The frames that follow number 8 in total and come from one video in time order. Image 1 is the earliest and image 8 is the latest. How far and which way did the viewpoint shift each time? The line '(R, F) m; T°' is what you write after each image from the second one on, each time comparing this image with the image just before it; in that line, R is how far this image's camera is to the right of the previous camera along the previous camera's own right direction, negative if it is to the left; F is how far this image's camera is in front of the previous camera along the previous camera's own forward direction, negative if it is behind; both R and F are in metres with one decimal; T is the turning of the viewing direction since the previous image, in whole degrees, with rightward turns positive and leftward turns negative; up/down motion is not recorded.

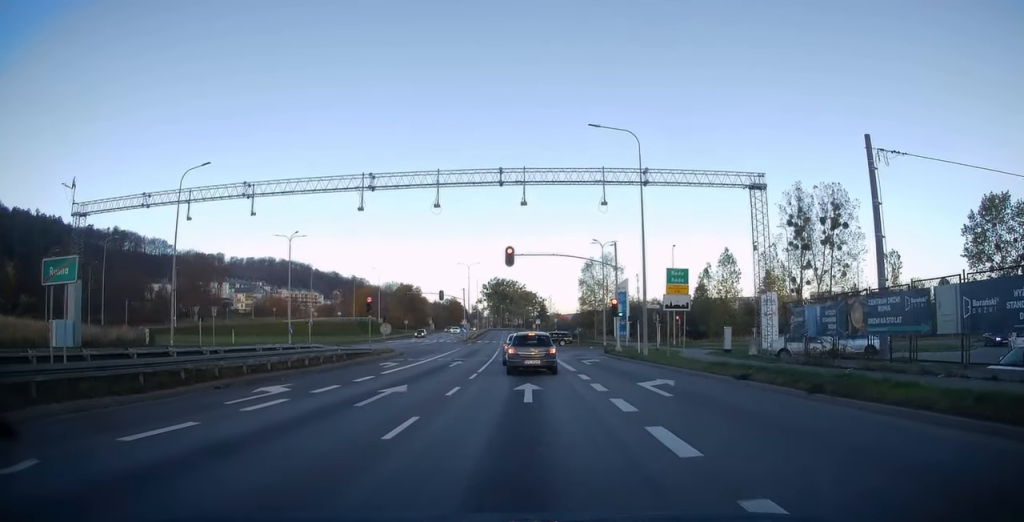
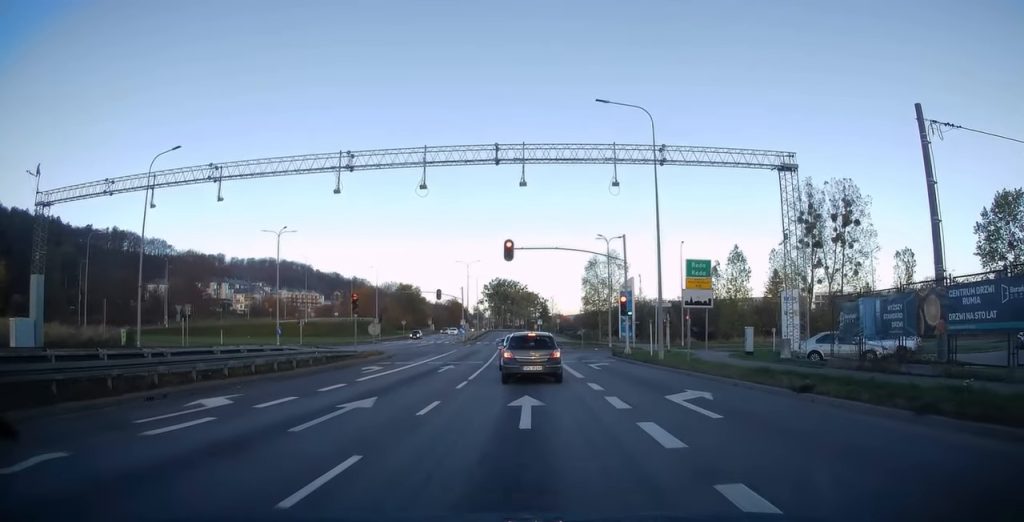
(0.0, +3.3) m; 0°
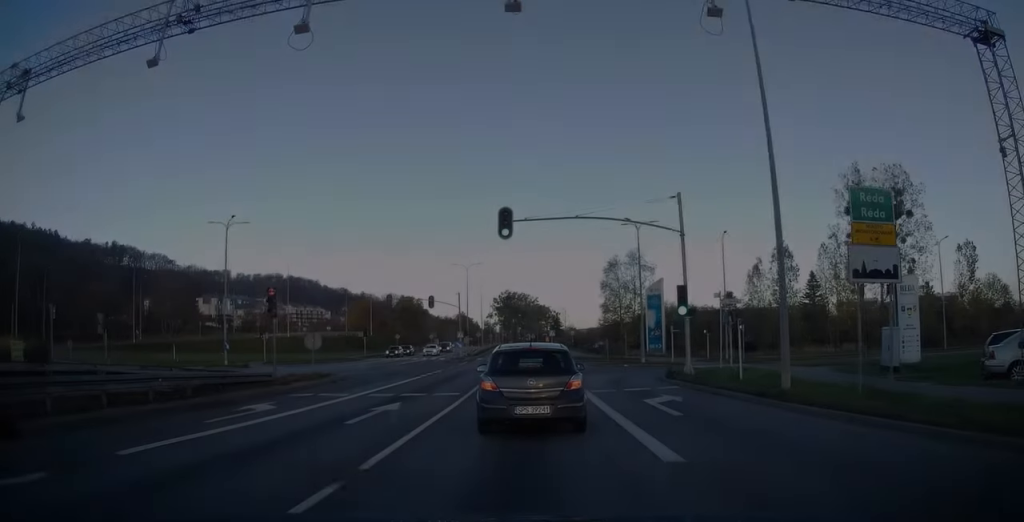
(0.0, +3.4) m; -2°
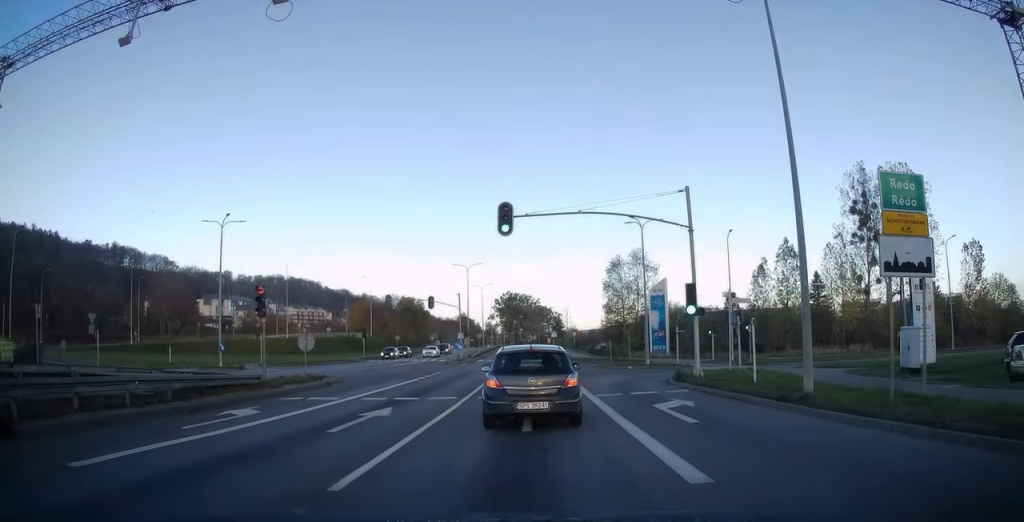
(0.0, +0.9) m; 0°
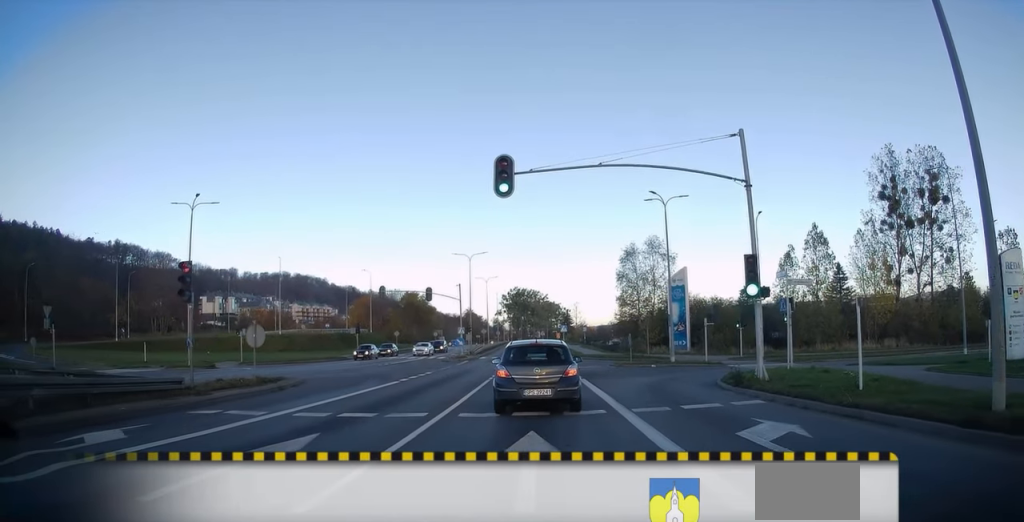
(0.0, +4.5) m; -1°
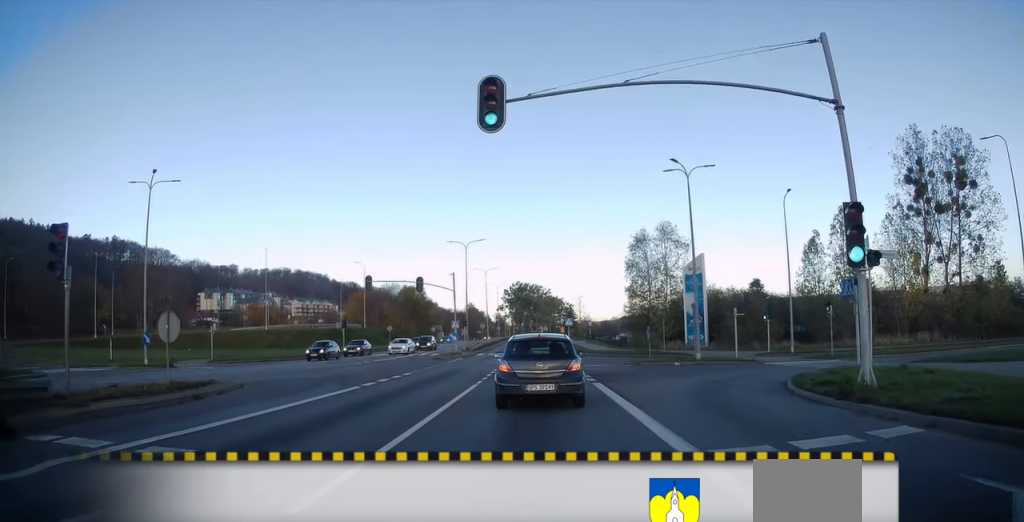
(0.0, +5.1) m; -2°
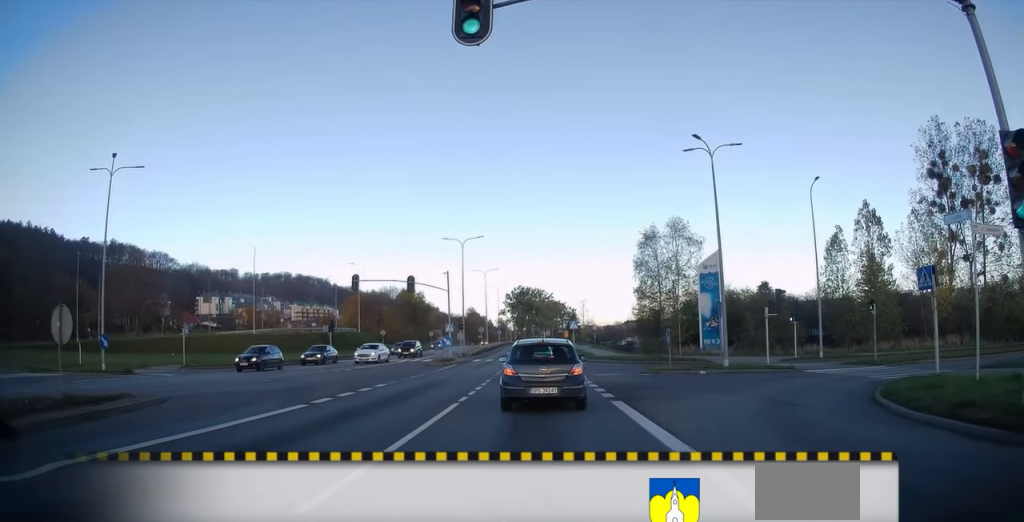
(-0.1, +4.3) m; +2°
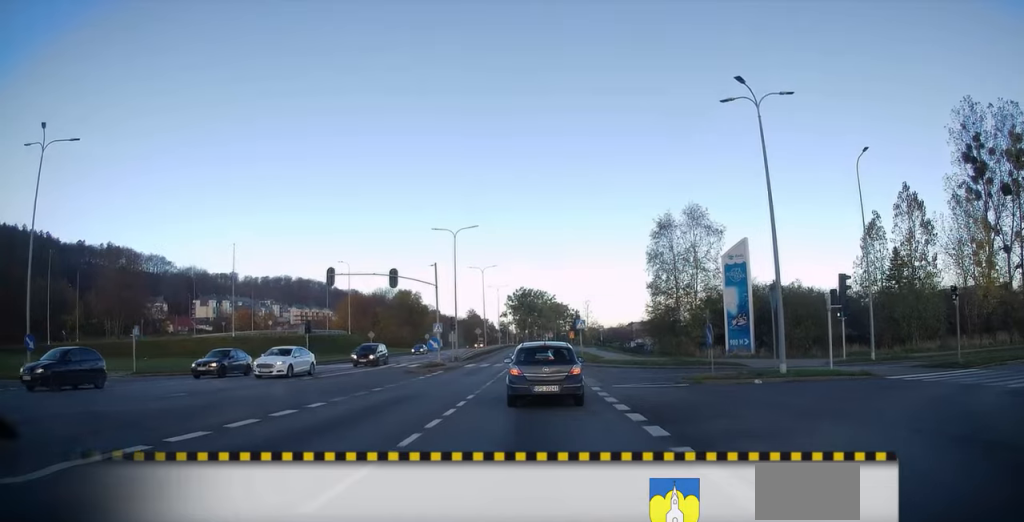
(+0.3, +6.1) m; 0°
